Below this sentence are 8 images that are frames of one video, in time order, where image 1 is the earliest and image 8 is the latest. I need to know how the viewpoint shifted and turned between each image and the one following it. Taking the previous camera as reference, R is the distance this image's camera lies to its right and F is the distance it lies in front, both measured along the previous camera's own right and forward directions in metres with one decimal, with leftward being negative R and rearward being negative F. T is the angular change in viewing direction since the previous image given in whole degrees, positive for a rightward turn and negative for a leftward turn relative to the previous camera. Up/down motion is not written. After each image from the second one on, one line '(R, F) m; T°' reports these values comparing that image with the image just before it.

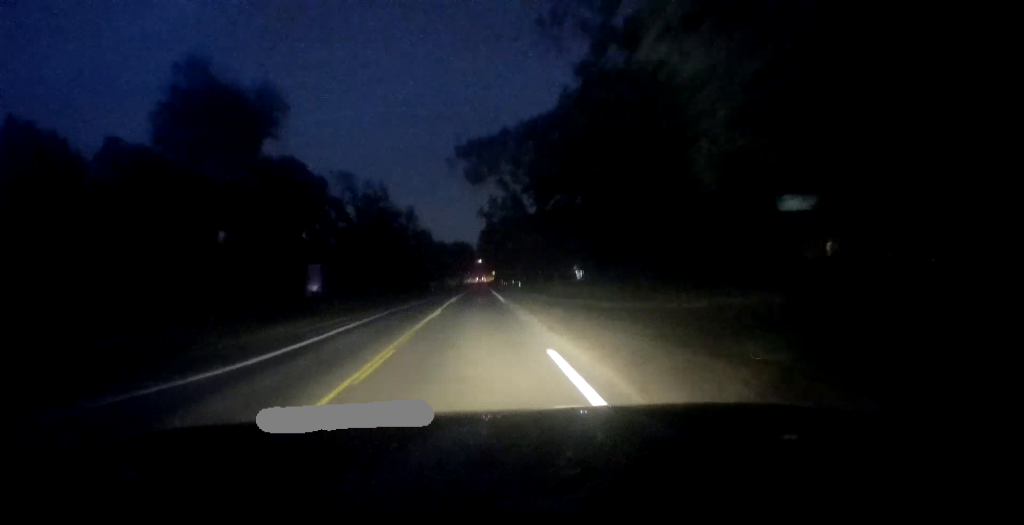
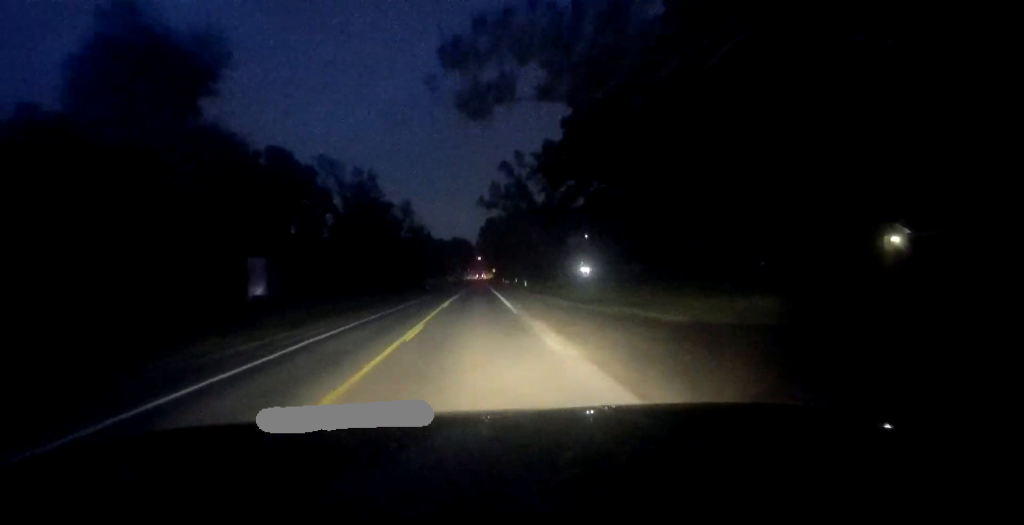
(+0.2, +9.5) m; +1°
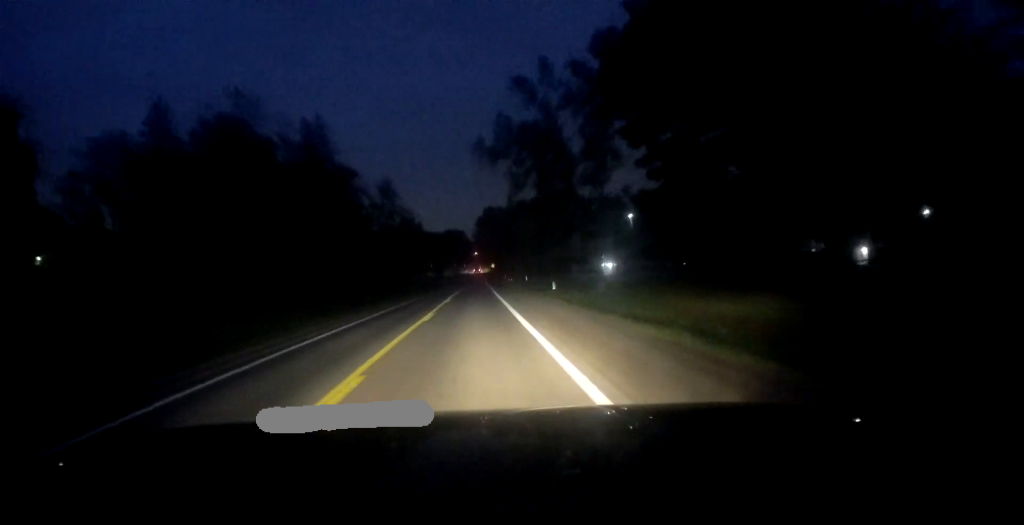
(+0.5, +26.7) m; +2°
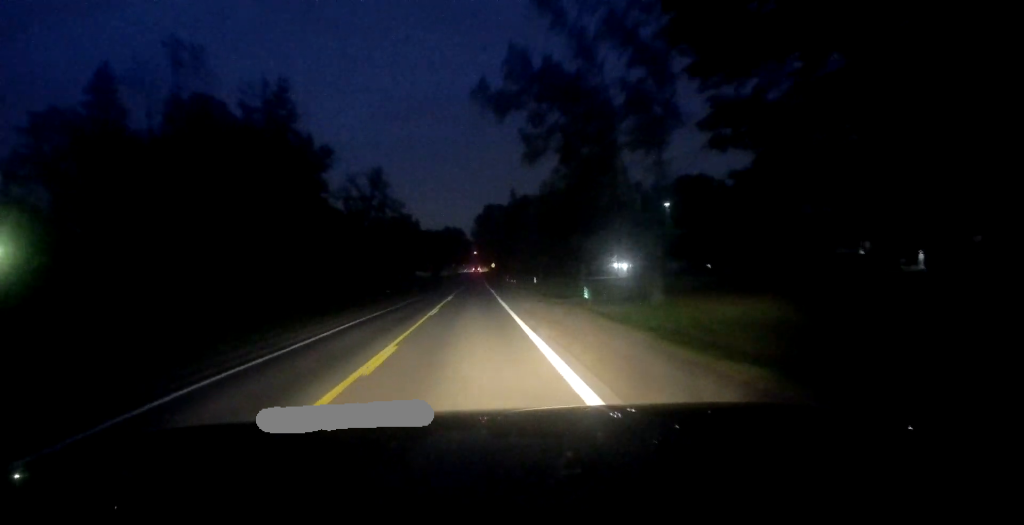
(+0.1, +11.2) m; 0°
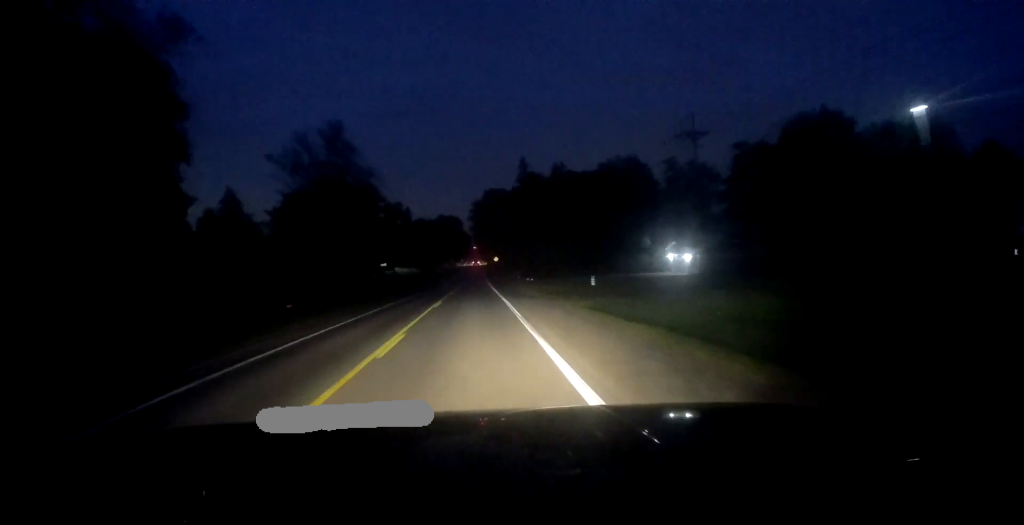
(-0.2, +26.2) m; -1°
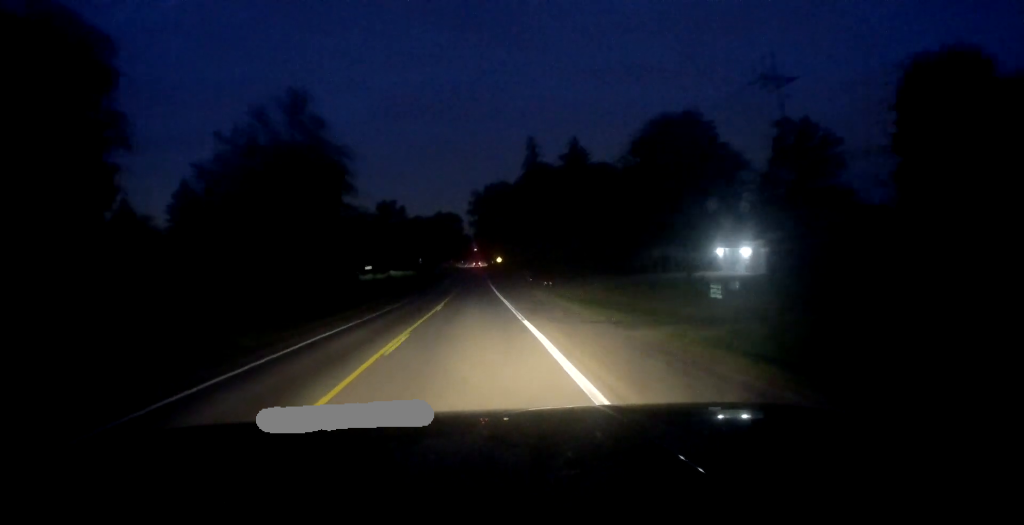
(-0.1, +12.8) m; 0°
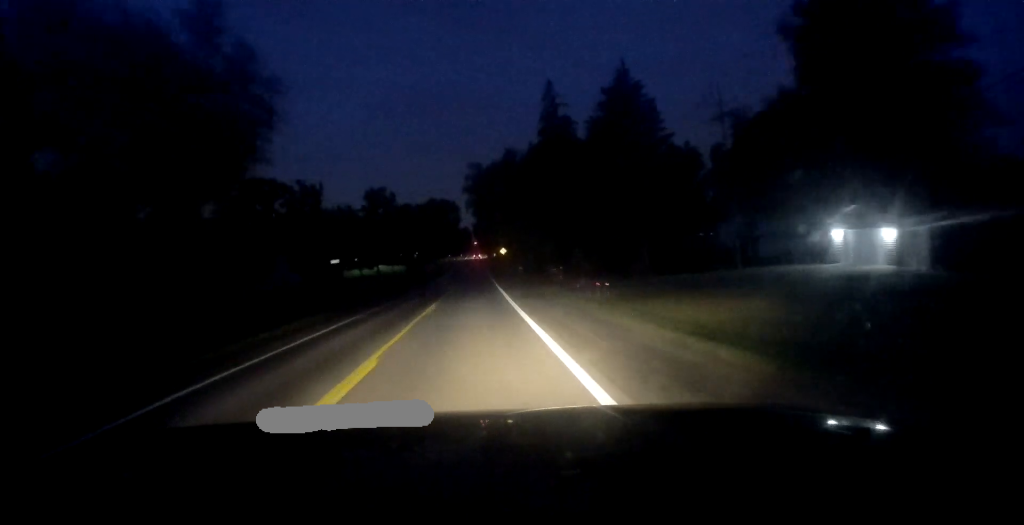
(+0.2, +18.5) m; +1°
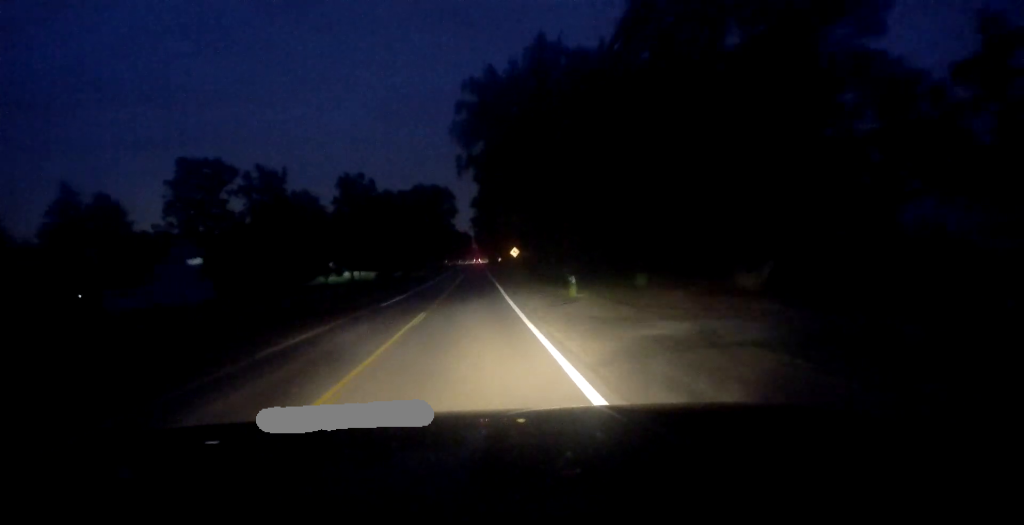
(-0.1, +35.1) m; 0°
